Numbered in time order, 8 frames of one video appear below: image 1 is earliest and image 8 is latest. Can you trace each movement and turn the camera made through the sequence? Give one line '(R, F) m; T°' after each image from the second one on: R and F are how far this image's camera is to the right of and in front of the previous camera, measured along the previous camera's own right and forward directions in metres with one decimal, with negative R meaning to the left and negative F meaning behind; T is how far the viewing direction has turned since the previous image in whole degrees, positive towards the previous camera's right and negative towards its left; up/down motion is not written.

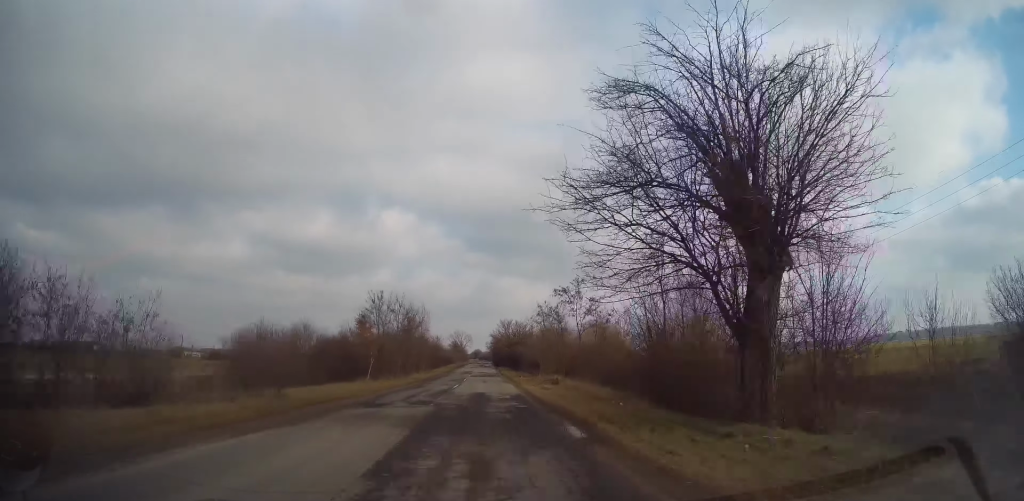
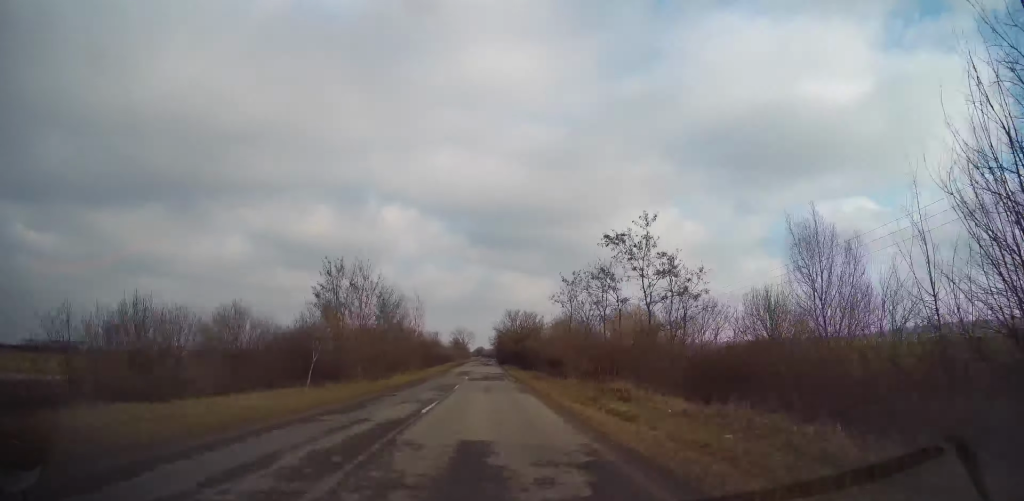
(-0.6, +14.6) m; -1°
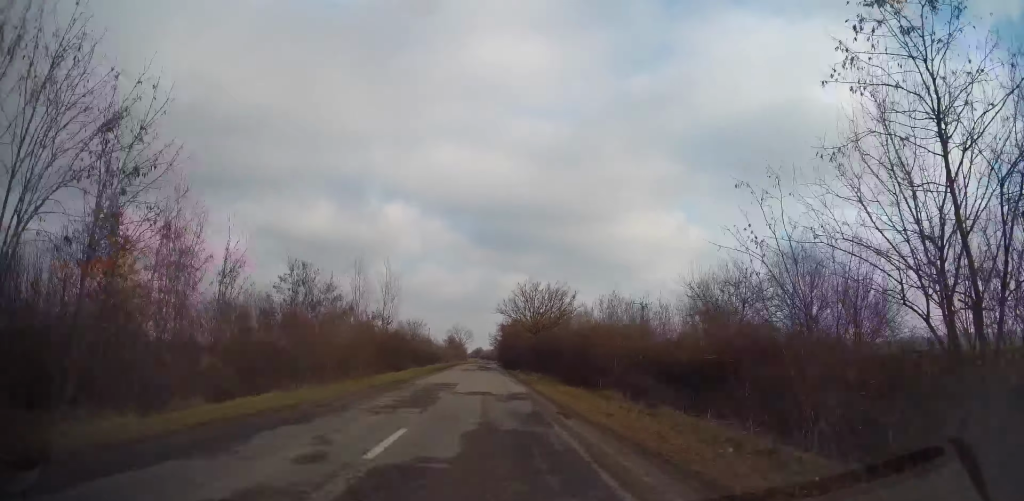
(+0.2, +30.2) m; +1°
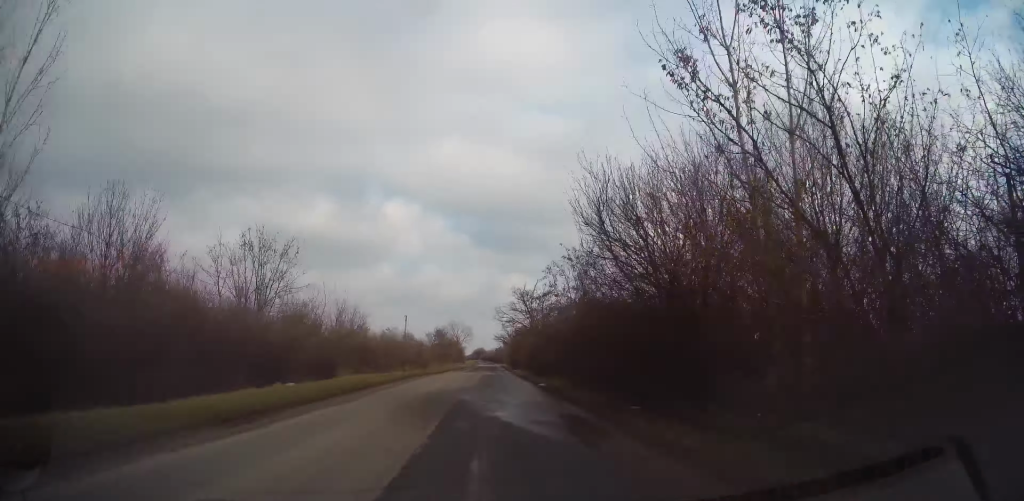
(+0.1, +60.5) m; 0°
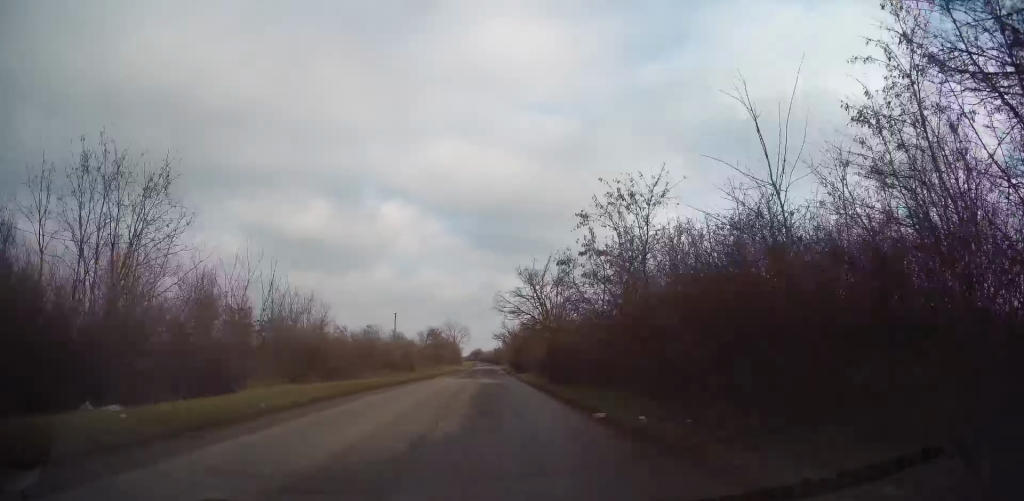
(0.0, +12.1) m; 0°
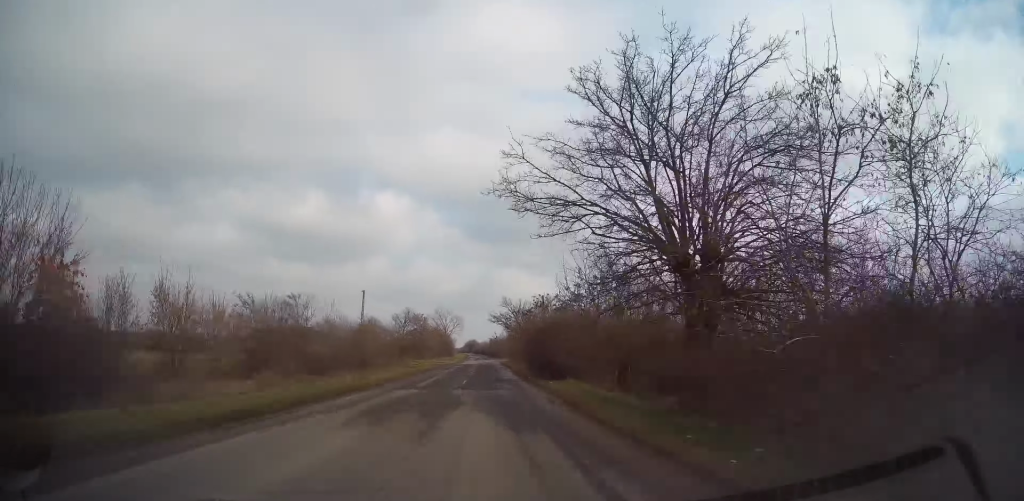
(0.0, +27.6) m; 0°
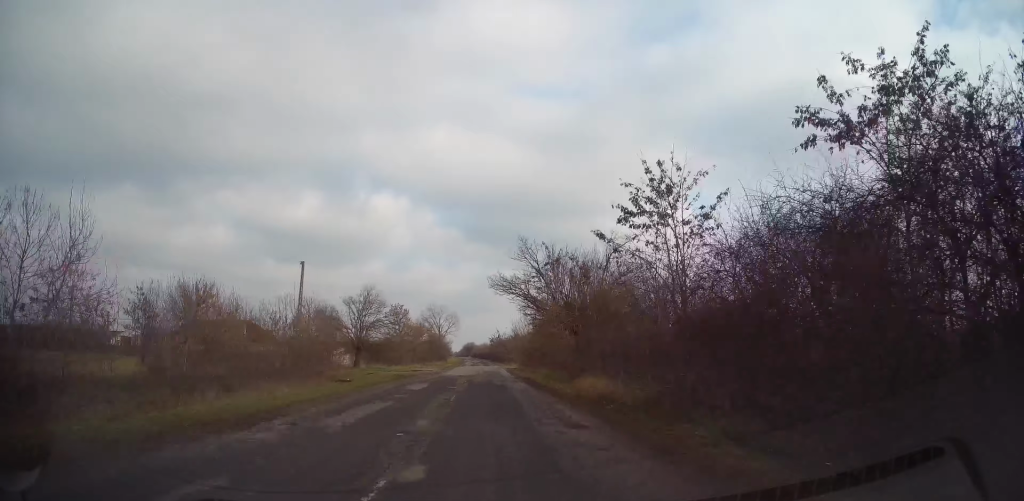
(0.0, +31.9) m; 0°
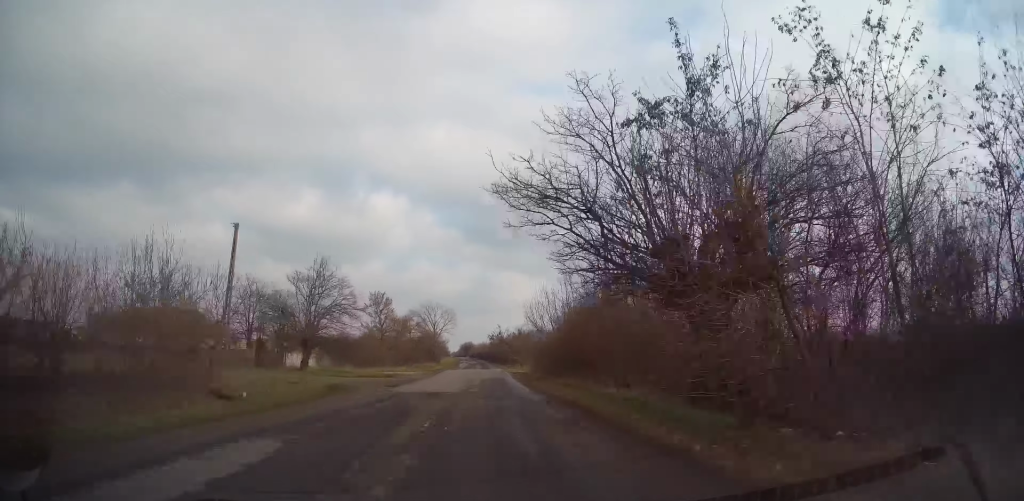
(0.0, +18.0) m; +1°
